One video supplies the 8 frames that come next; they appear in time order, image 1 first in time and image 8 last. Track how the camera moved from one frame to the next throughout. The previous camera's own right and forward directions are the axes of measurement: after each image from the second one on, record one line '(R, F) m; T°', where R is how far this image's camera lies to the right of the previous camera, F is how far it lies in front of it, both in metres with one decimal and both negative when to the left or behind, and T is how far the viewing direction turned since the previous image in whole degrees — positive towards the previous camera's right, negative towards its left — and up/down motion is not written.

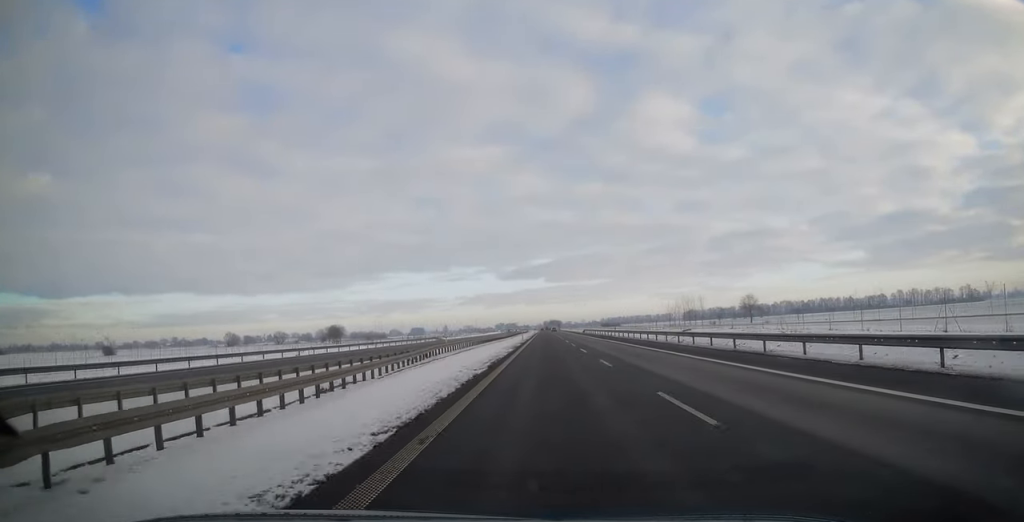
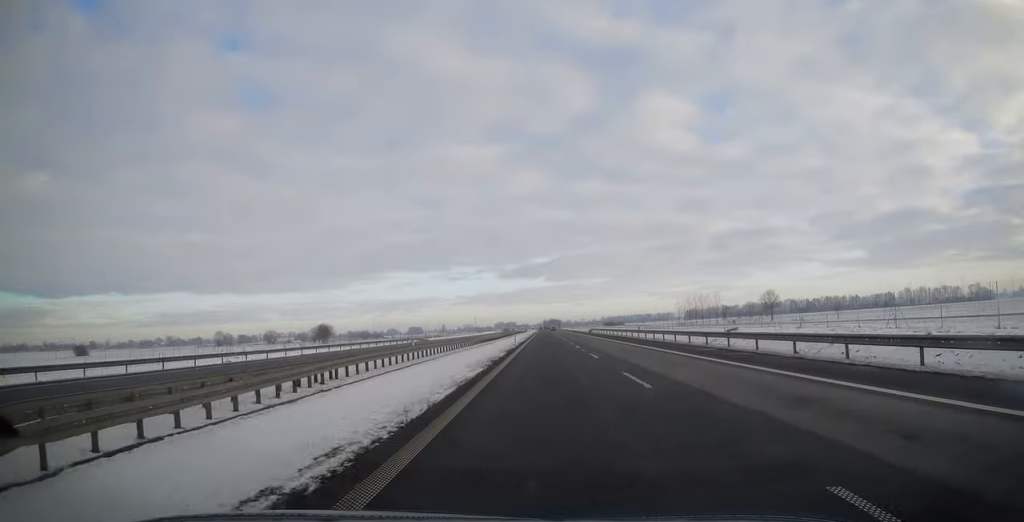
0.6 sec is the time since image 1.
(+0.2, +19.1) m; 0°
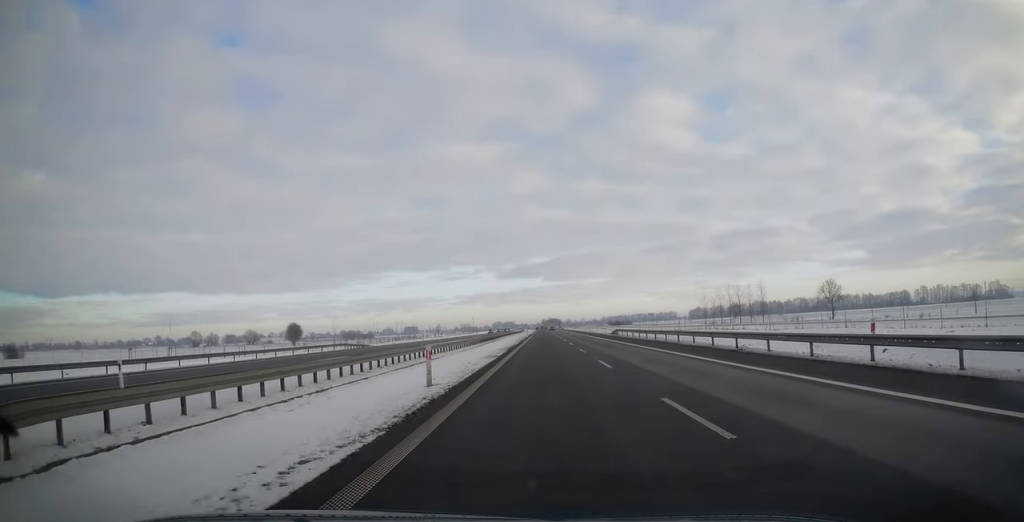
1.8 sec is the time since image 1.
(0.0, +41.6) m; 0°
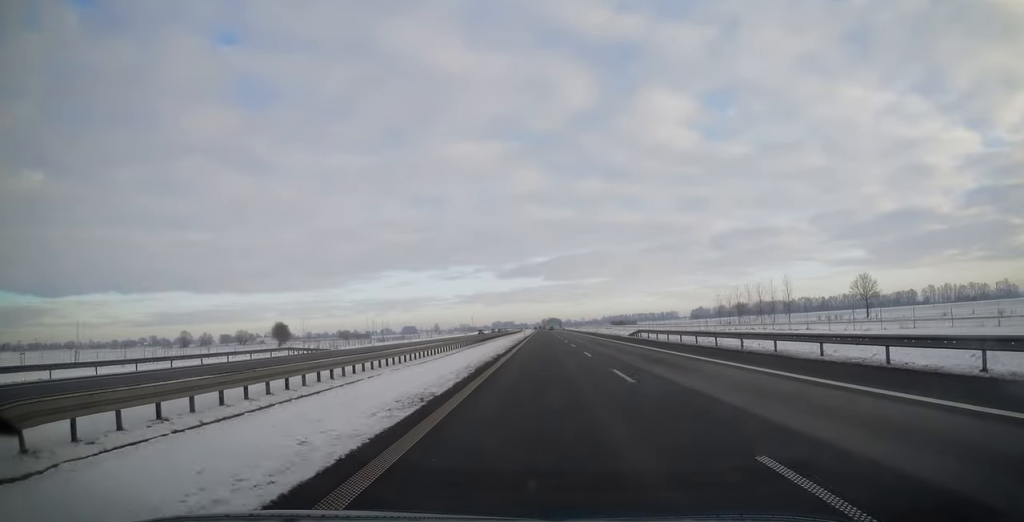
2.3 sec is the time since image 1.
(-0.2, +16.9) m; 0°
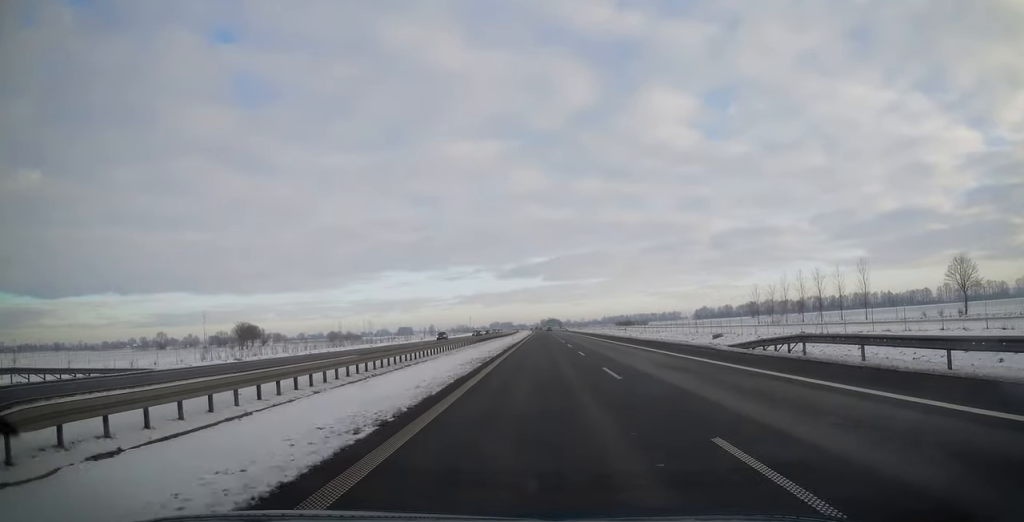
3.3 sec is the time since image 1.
(+0.1, +34.8) m; 0°
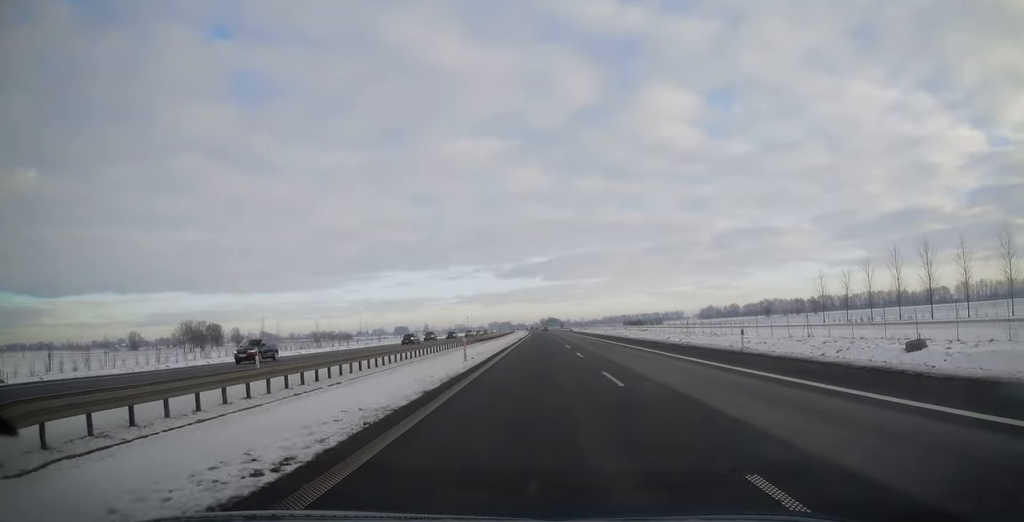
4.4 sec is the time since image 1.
(+0.2, +37.6) m; 0°
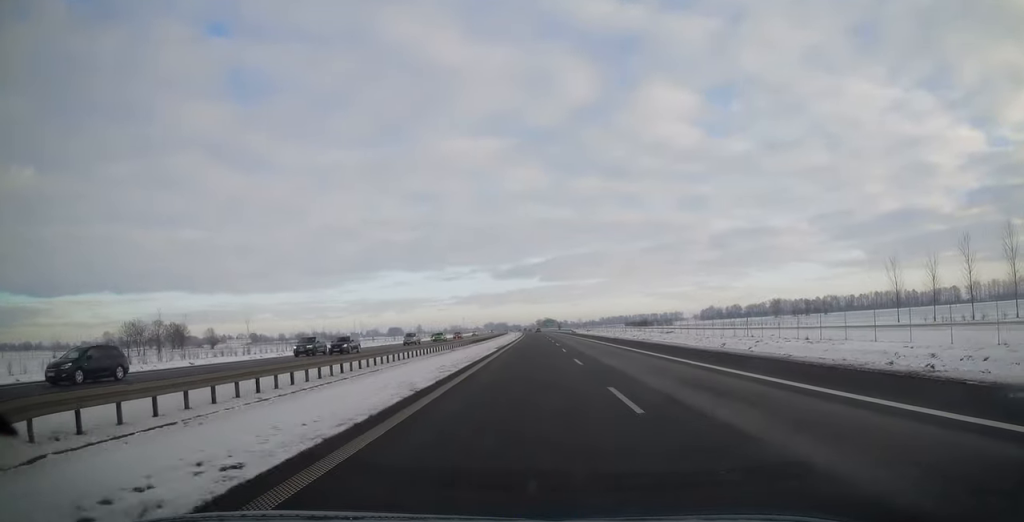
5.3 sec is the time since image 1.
(-0.2, +27.9) m; 0°
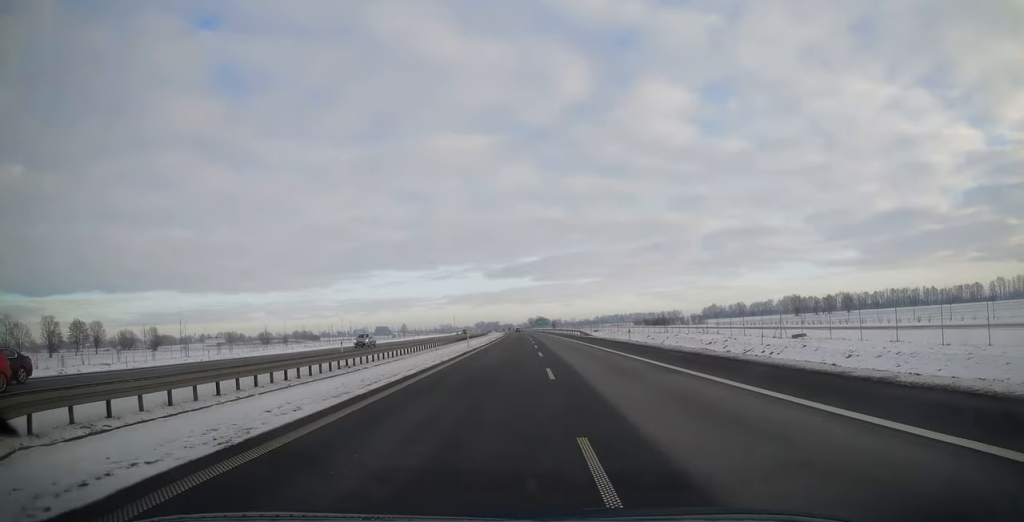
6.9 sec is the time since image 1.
(+0.3, +53.5) m; +1°
